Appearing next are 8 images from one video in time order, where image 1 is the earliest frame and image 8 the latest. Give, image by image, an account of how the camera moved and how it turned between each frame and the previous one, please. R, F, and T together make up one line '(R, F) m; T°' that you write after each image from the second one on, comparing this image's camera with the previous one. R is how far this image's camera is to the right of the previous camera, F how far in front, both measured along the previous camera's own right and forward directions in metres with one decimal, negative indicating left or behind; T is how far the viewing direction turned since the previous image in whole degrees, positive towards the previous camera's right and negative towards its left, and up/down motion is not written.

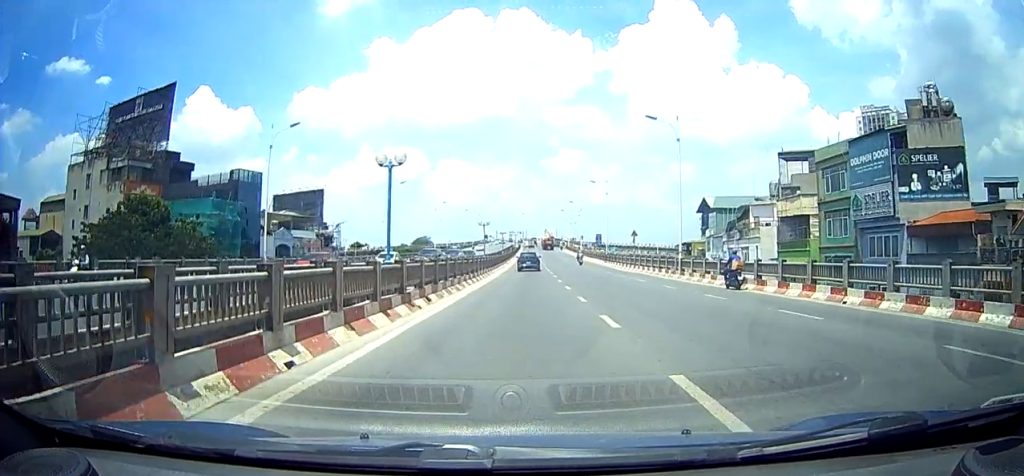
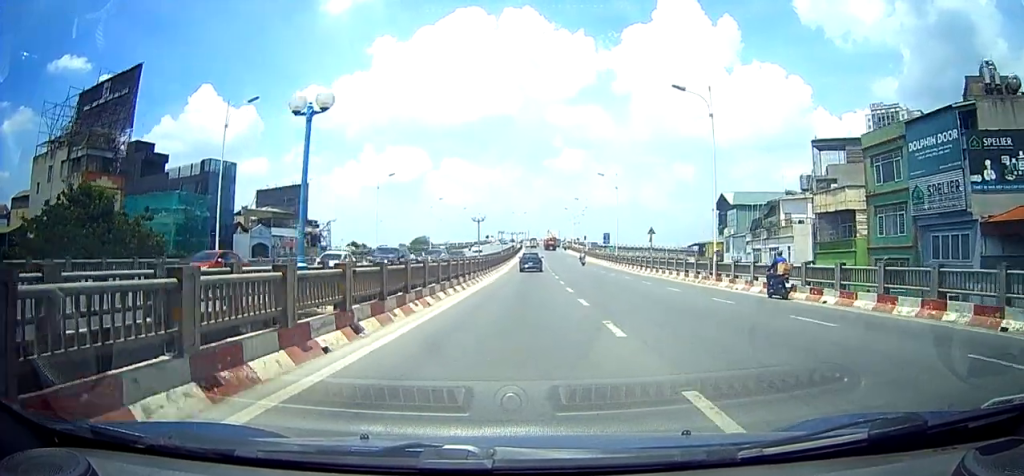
(+0.8, +7.1) m; 0°
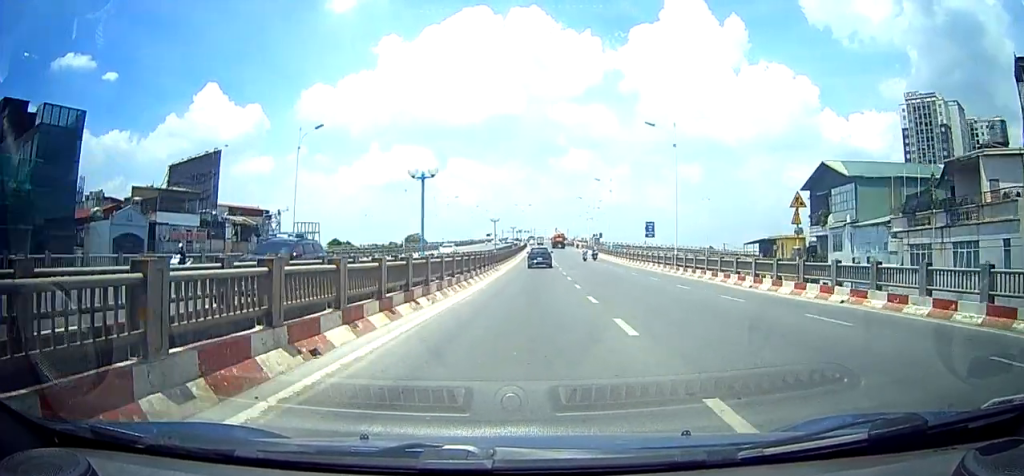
(-1.8, +24.6) m; -7°
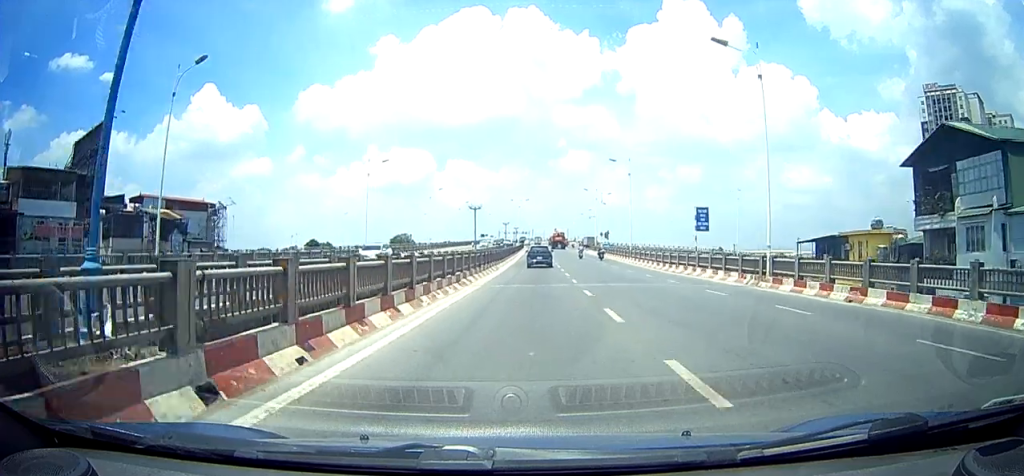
(+0.2, +16.6) m; +2°
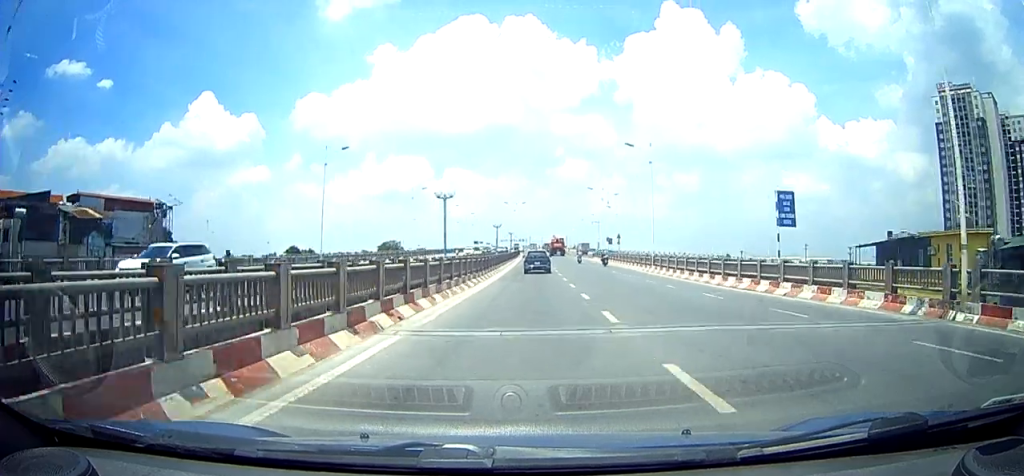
(+0.2, +12.1) m; +1°
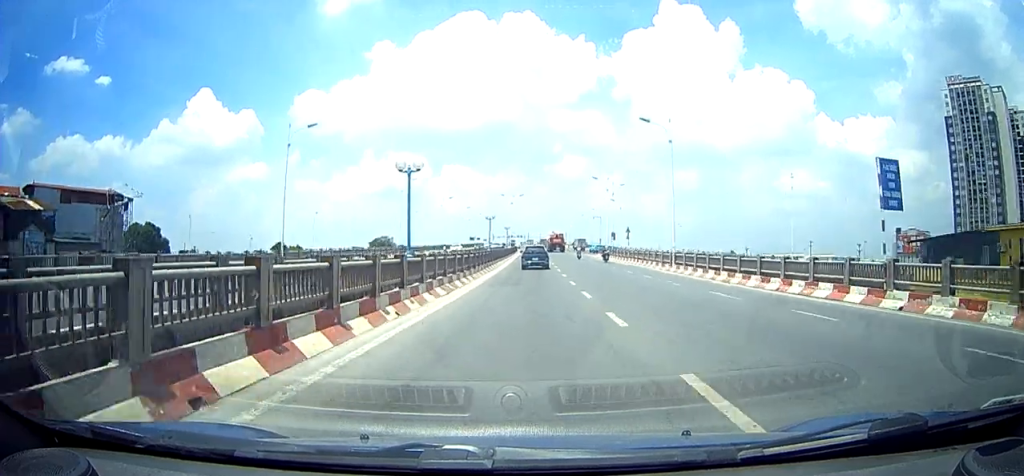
(0.0, +7.3) m; 0°
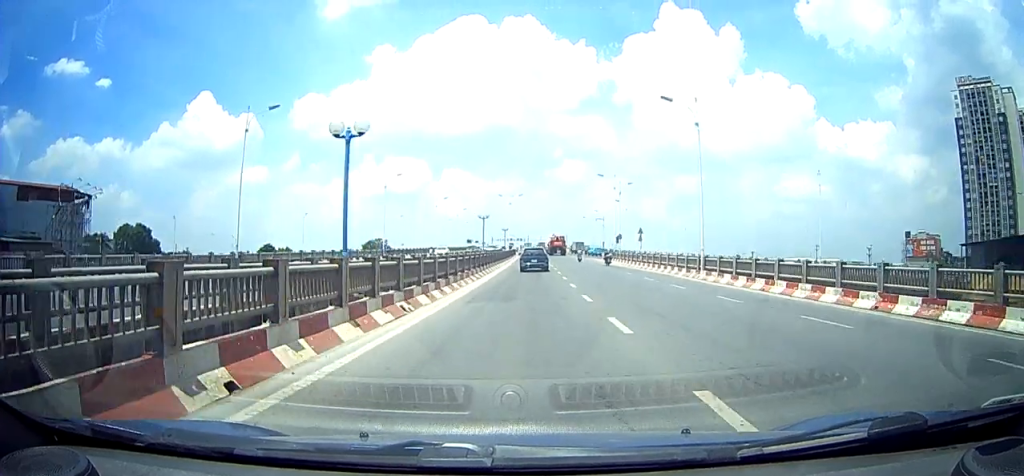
(0.0, +7.3) m; 0°
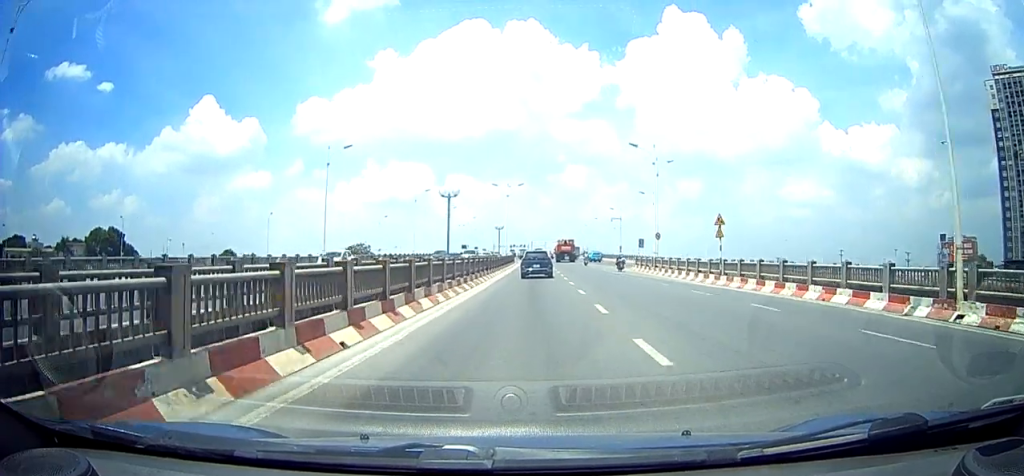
(0.0, +22.7) m; -2°
